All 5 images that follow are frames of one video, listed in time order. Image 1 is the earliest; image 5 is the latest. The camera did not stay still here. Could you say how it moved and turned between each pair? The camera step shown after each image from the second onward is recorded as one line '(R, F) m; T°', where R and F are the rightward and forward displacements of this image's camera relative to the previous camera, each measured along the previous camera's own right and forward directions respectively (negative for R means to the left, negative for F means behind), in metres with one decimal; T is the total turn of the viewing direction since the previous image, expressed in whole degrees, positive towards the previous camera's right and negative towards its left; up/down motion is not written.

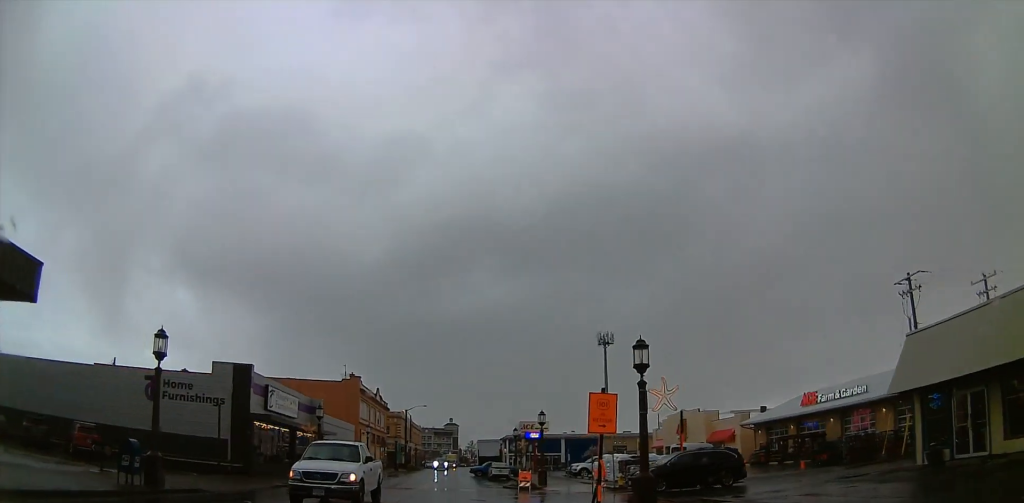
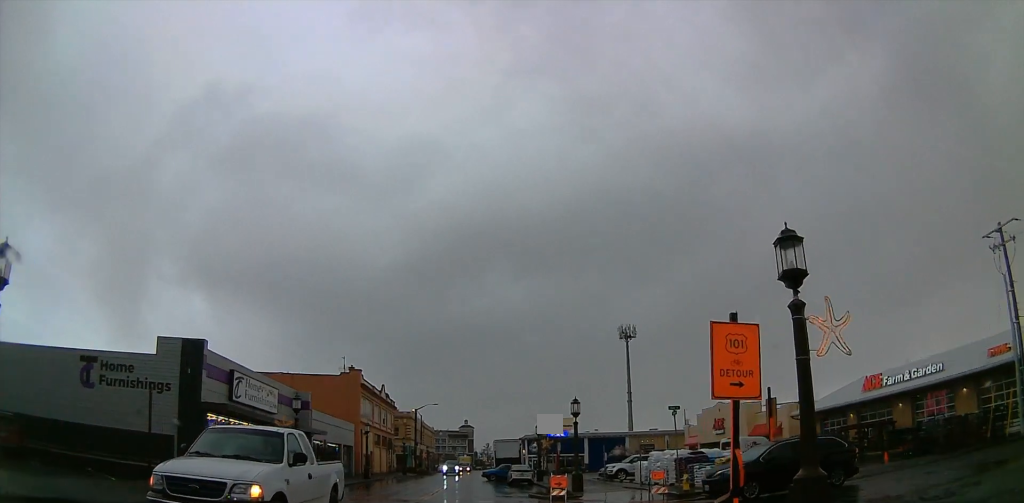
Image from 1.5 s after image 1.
(-0.2, +8.2) m; -3°
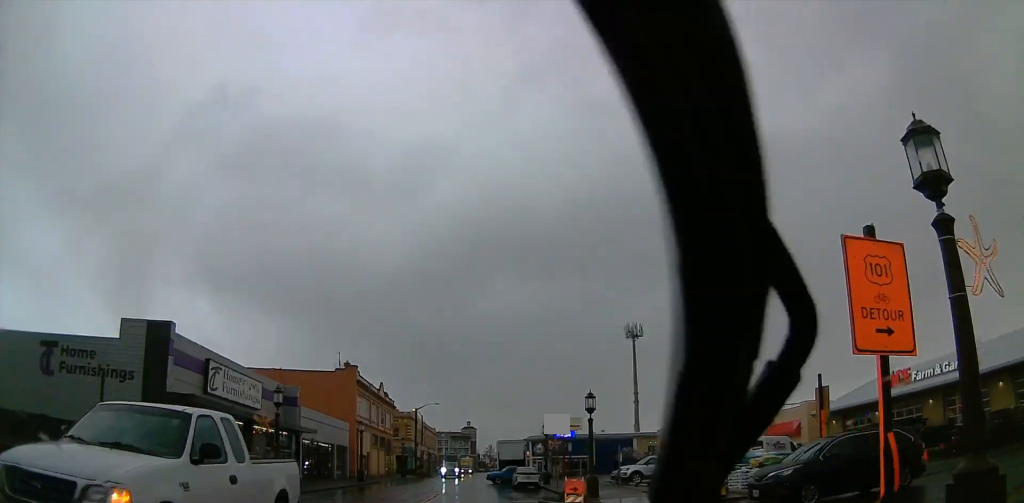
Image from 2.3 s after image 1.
(-0.1, +3.8) m; +1°
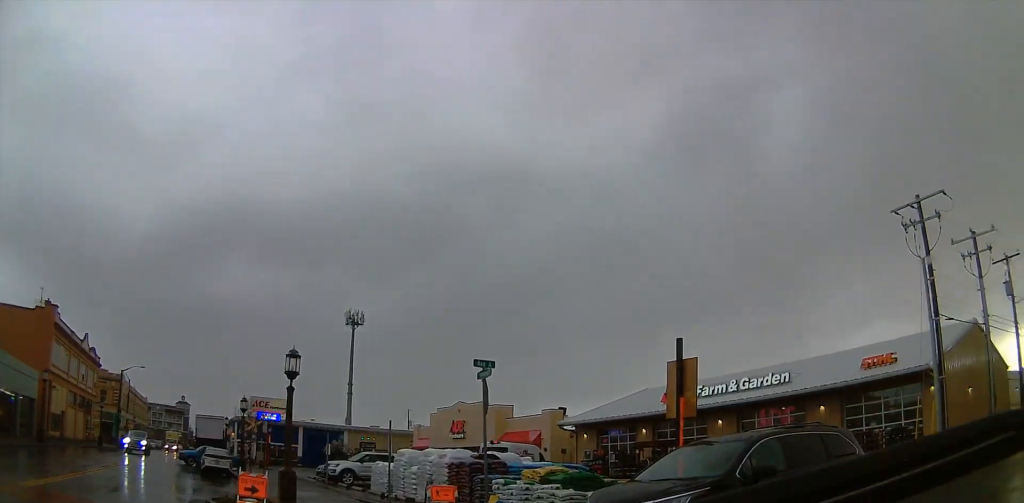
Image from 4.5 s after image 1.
(+1.1, +9.6) m; +18°
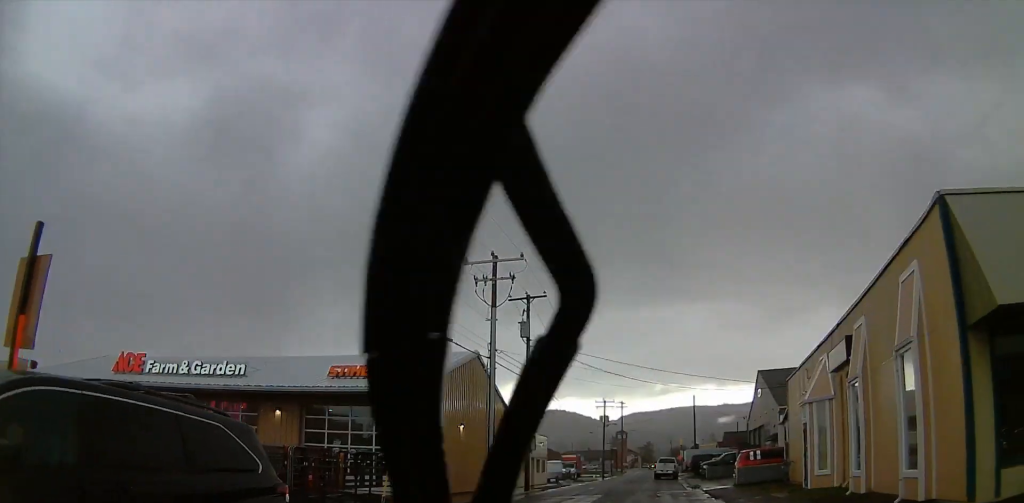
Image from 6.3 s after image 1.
(+1.3, +5.2) m; +33°
